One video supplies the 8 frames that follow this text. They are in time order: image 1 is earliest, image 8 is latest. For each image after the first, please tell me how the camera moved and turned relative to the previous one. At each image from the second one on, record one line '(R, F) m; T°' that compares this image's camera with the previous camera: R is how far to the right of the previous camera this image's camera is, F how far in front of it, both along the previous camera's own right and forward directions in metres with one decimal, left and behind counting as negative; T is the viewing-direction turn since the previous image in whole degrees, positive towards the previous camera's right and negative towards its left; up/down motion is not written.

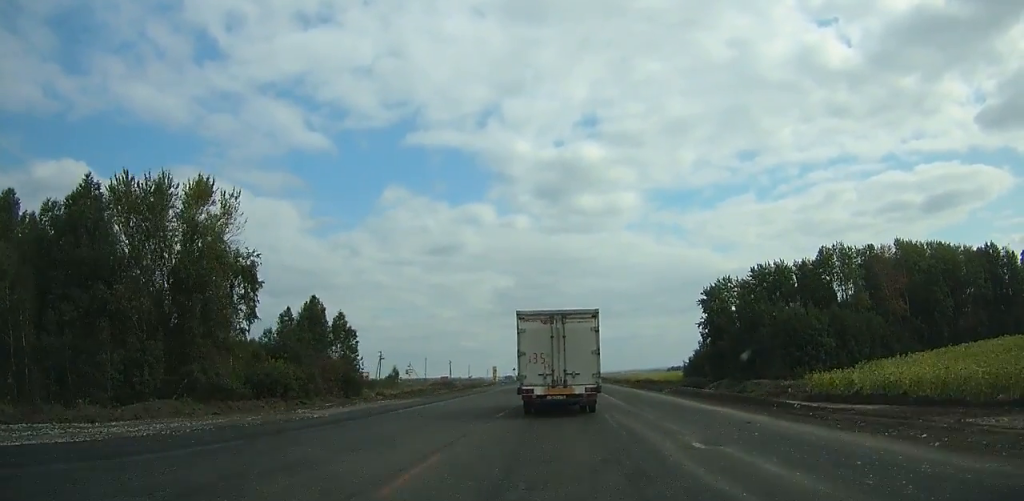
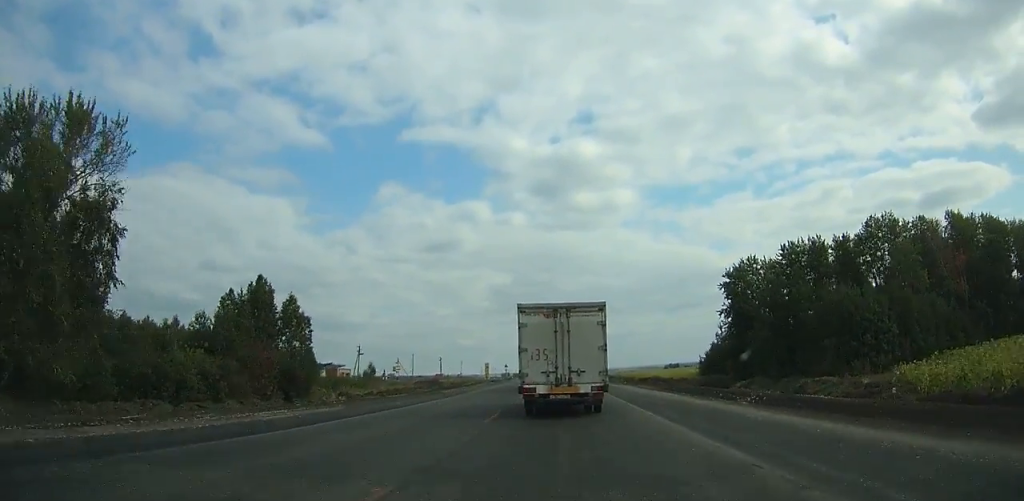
(-0.2, +13.5) m; 0°
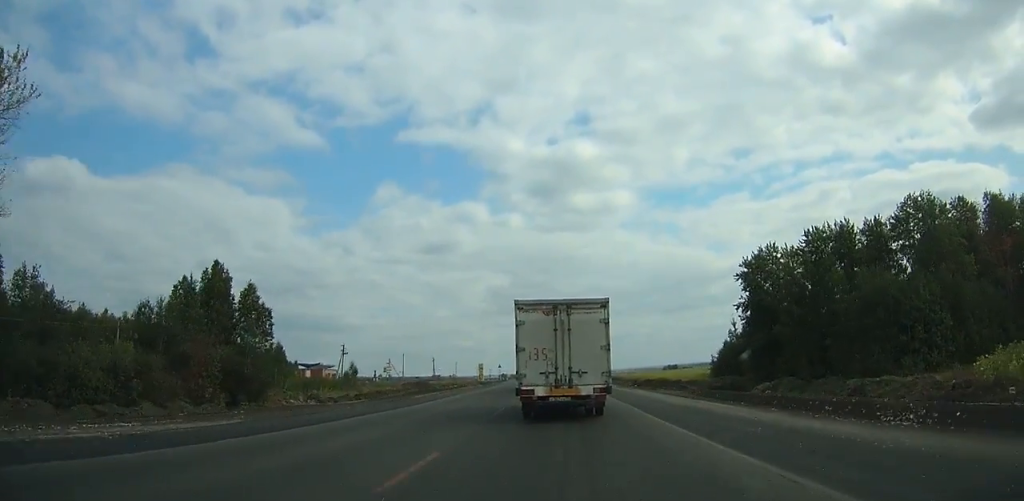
(0.0, +9.1) m; 0°
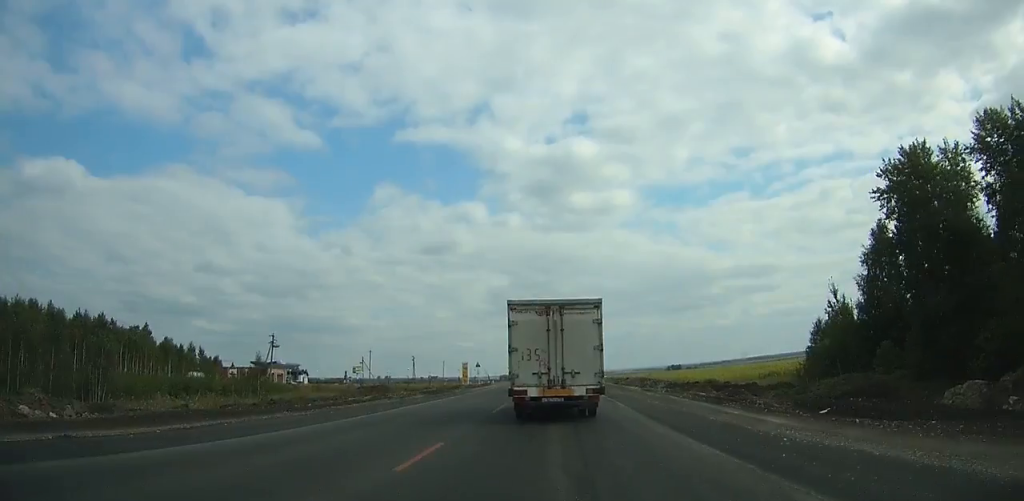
(+0.5, +34.4) m; +1°
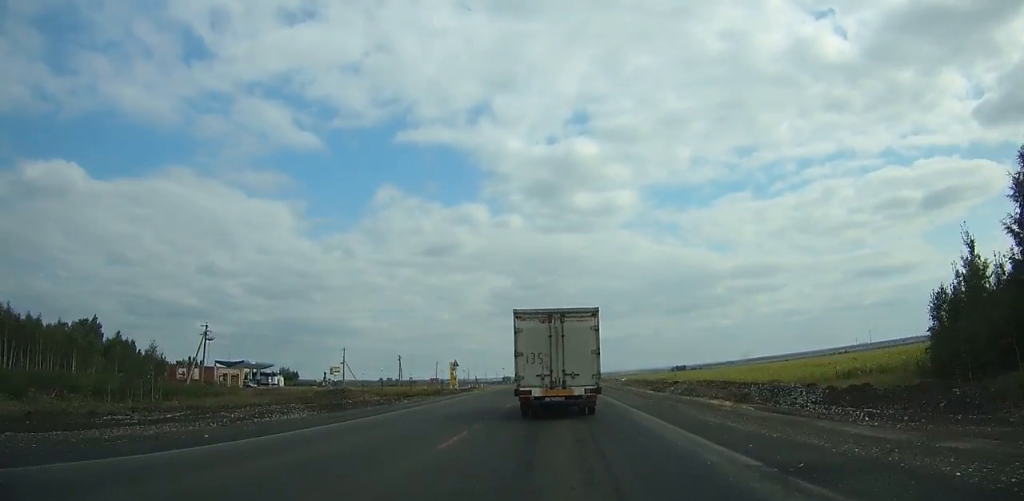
(-0.1, +21.0) m; 0°
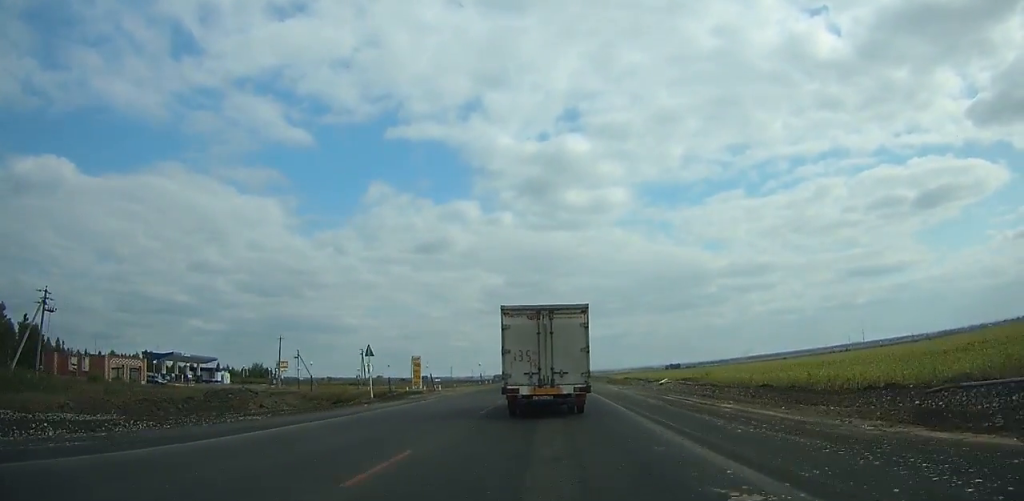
(0.0, +26.0) m; 0°
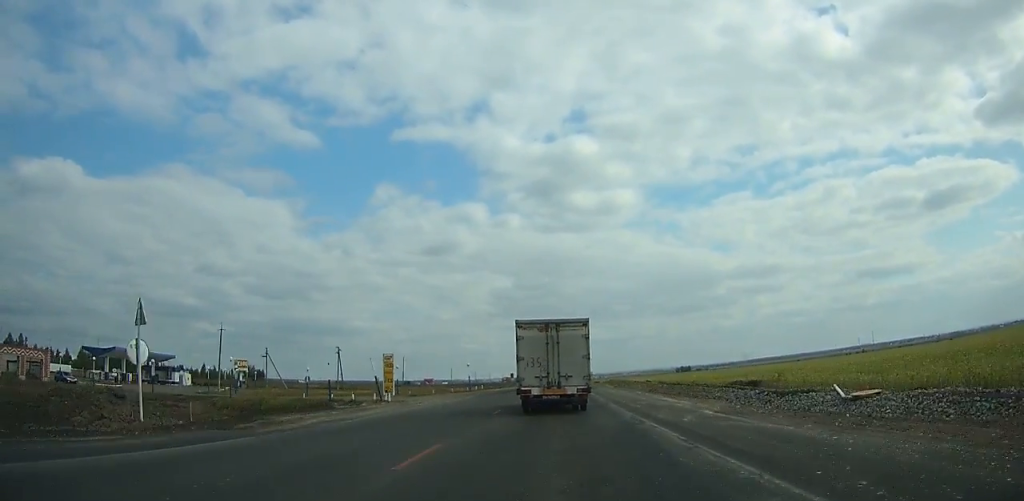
(-0.1, +23.0) m; 0°
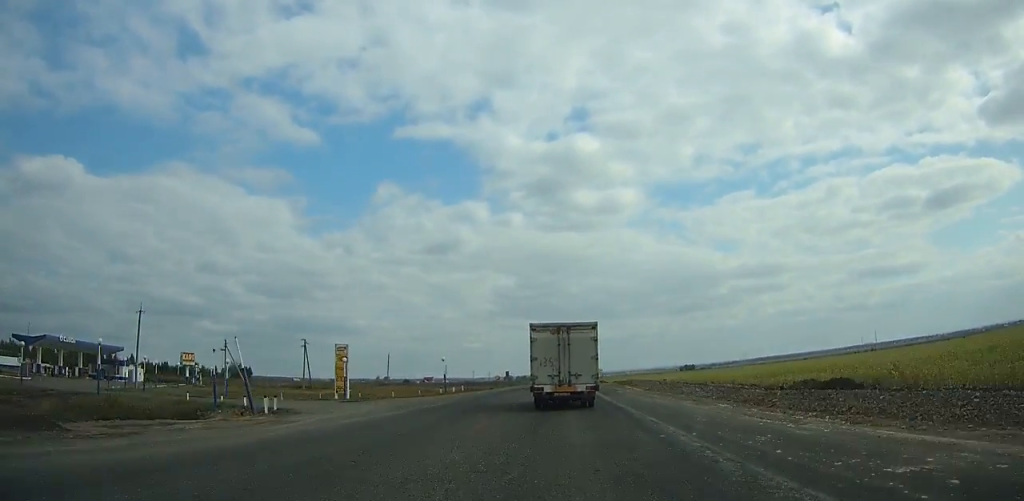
(-0.1, +18.5) m; 0°
